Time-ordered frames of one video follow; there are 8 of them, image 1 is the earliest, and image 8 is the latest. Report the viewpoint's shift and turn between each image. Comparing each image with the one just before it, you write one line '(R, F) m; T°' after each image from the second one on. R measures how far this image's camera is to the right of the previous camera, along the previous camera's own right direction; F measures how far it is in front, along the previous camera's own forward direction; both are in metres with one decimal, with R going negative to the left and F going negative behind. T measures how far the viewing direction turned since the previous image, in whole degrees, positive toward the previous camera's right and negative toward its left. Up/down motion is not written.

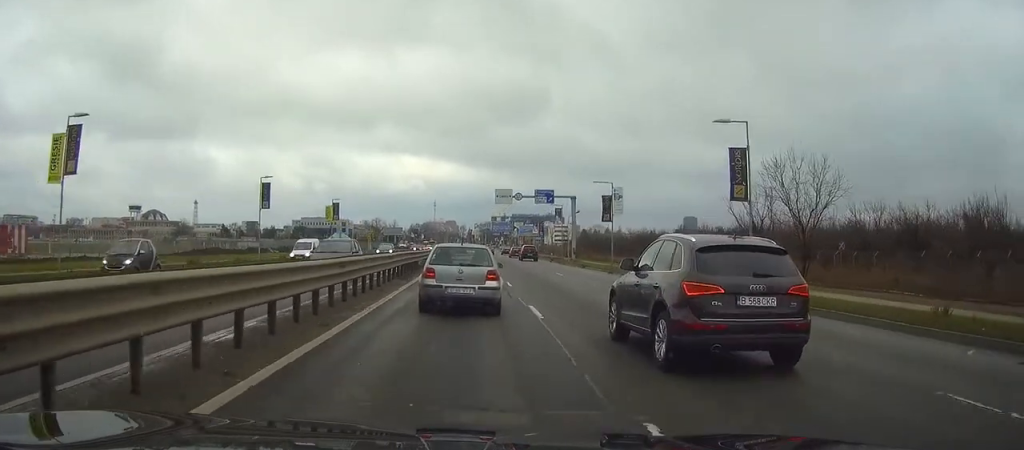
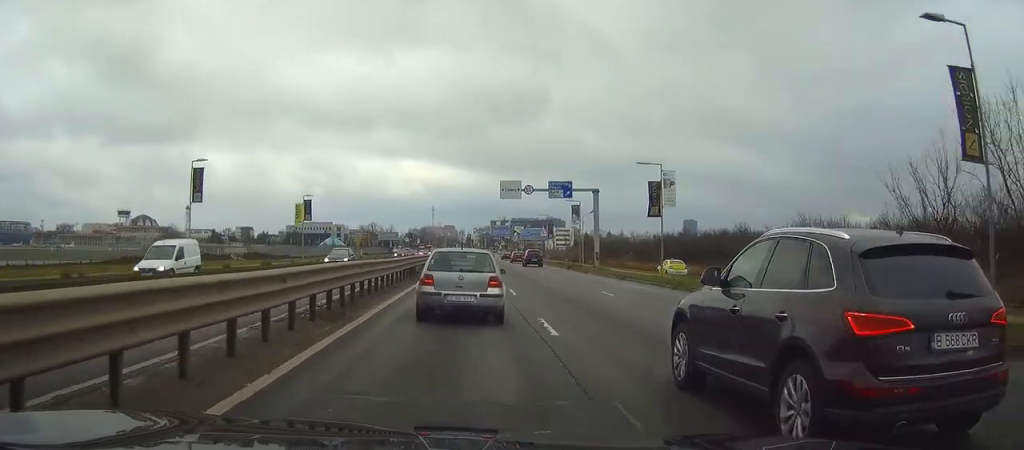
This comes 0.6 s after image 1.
(0.0, +14.1) m; 0°
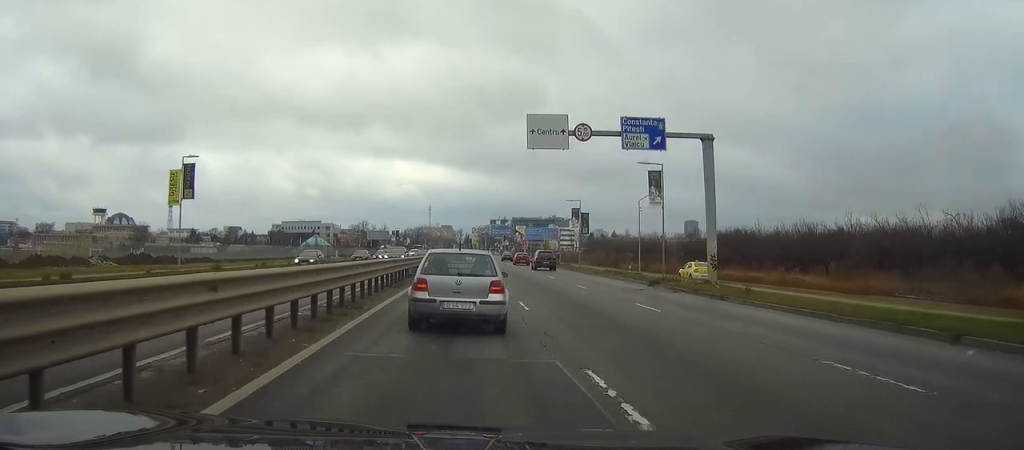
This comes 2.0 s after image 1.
(-0.1, +29.7) m; 0°
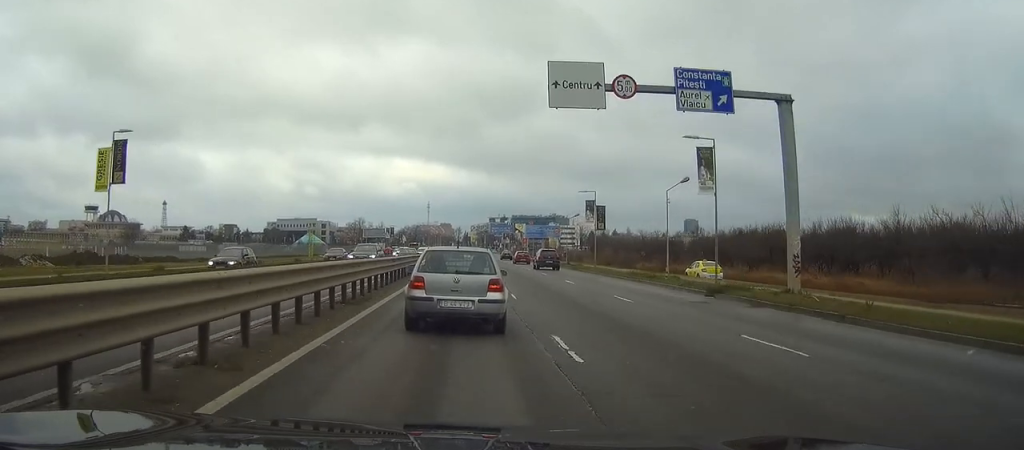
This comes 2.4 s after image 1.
(0.0, +8.5) m; 0°
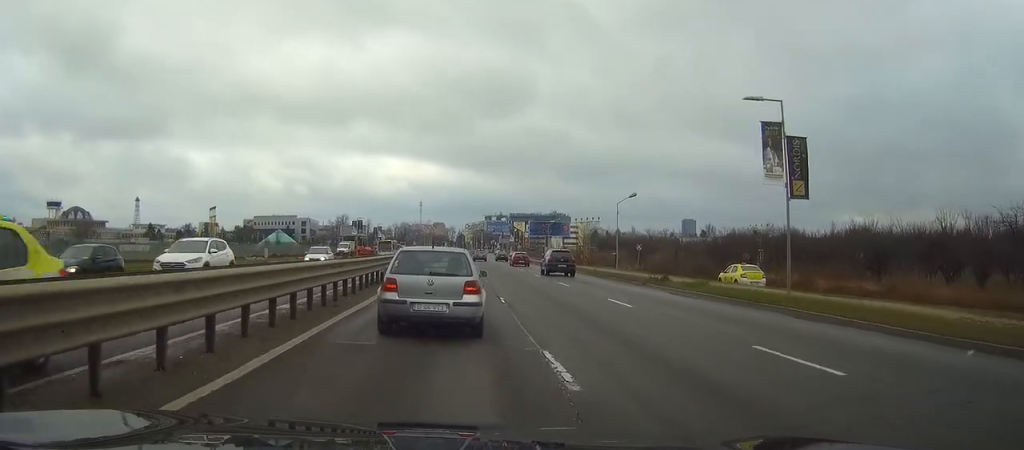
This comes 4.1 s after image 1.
(+0.3, +36.0) m; 0°
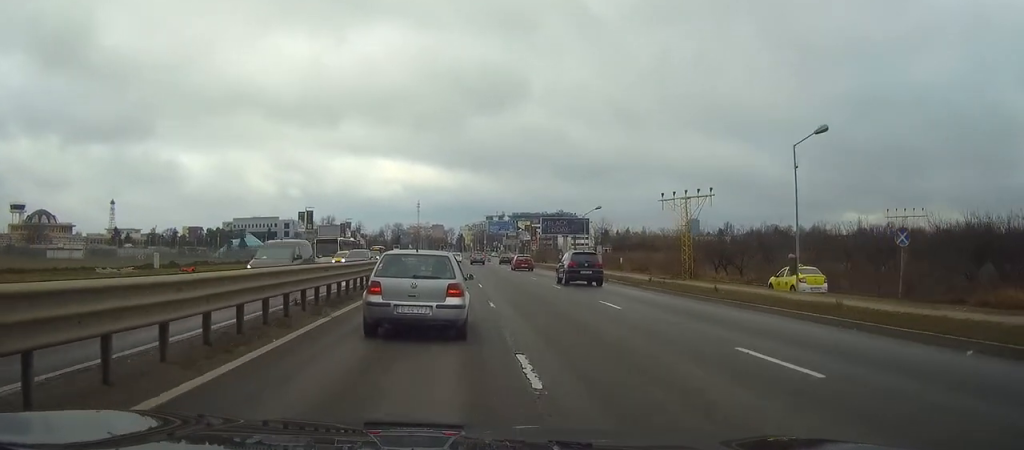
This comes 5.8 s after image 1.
(-0.1, +33.3) m; 0°
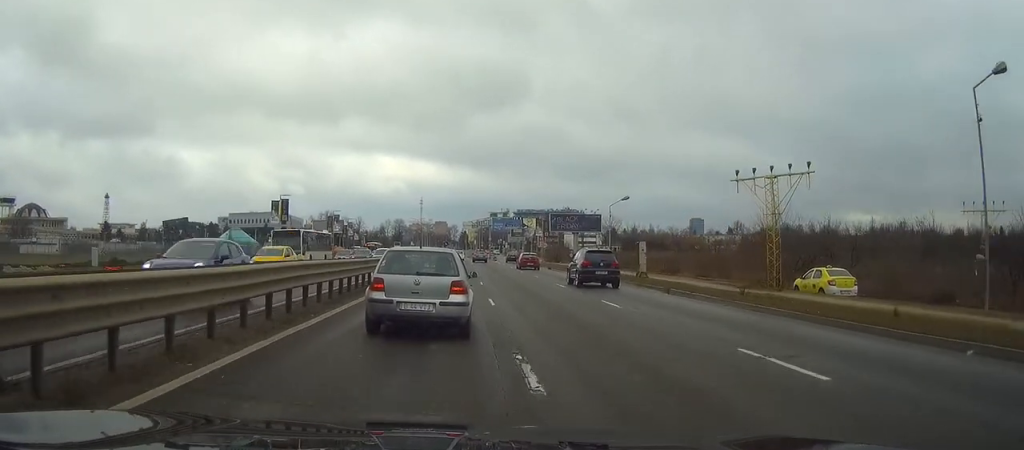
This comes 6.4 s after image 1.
(0.0, +10.7) m; 0°
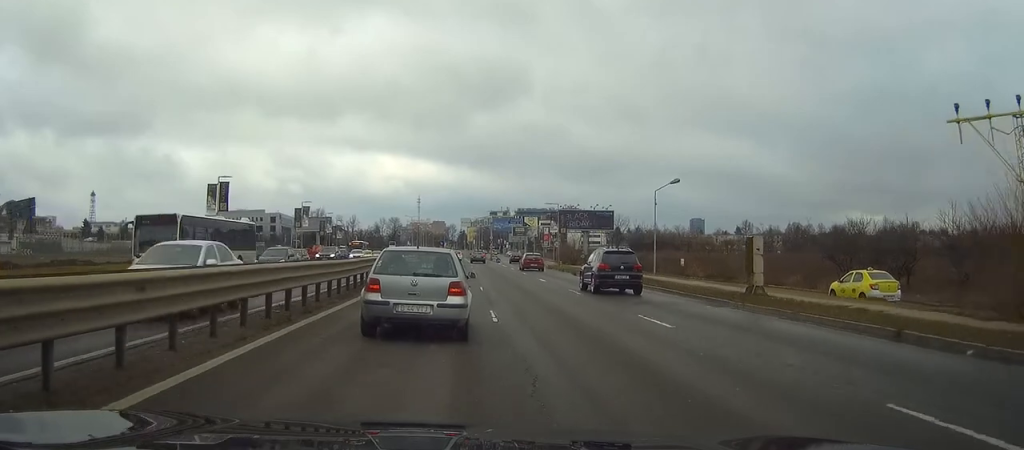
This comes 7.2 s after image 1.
(0.0, +14.1) m; 0°
